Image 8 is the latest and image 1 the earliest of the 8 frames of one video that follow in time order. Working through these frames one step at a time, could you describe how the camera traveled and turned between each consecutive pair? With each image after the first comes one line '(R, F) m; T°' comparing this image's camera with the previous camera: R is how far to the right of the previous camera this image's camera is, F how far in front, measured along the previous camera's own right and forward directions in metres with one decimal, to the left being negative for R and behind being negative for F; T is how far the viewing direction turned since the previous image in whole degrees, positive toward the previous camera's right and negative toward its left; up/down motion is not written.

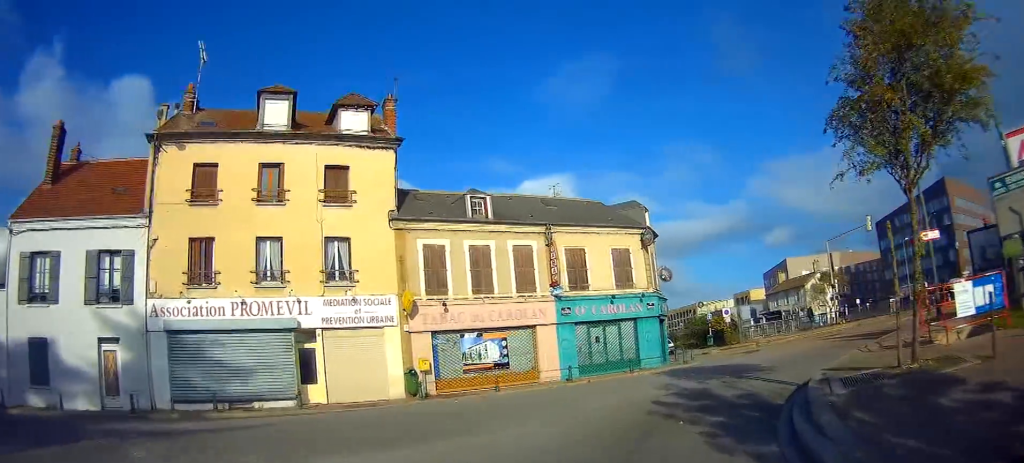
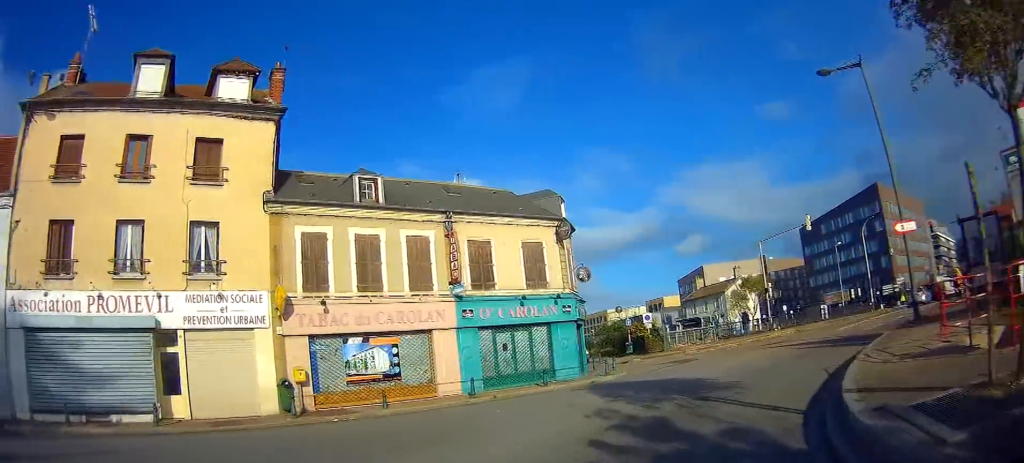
(+0.3, +3.7) m; +8°
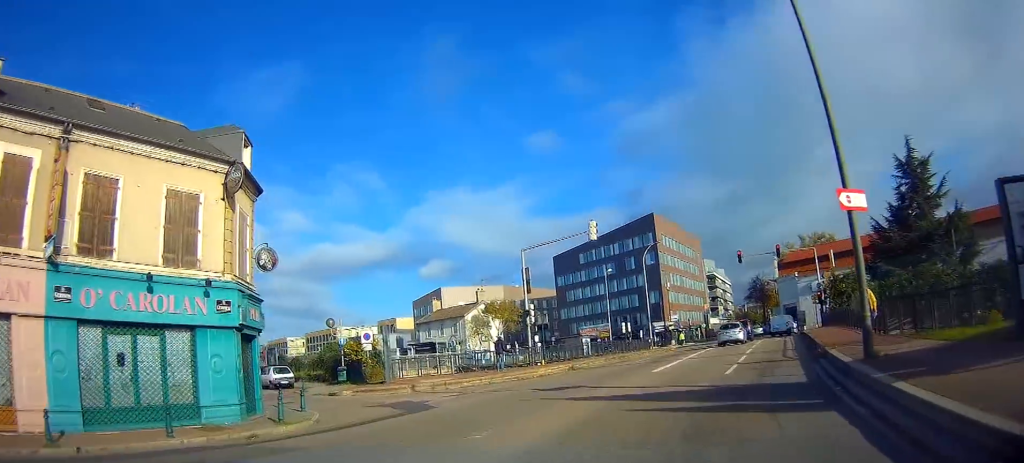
(+2.0, +9.1) m; +25°
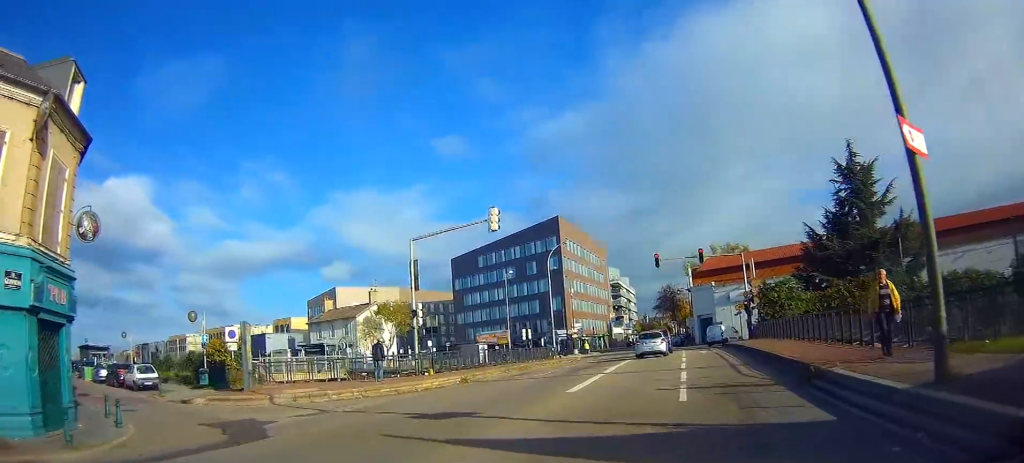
(+0.4, +4.5) m; +8°
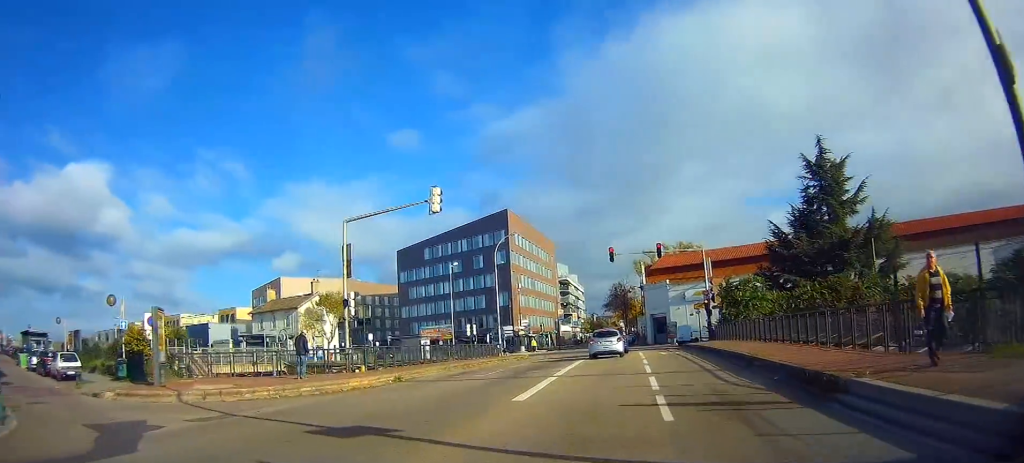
(0.0, +2.6) m; +4°
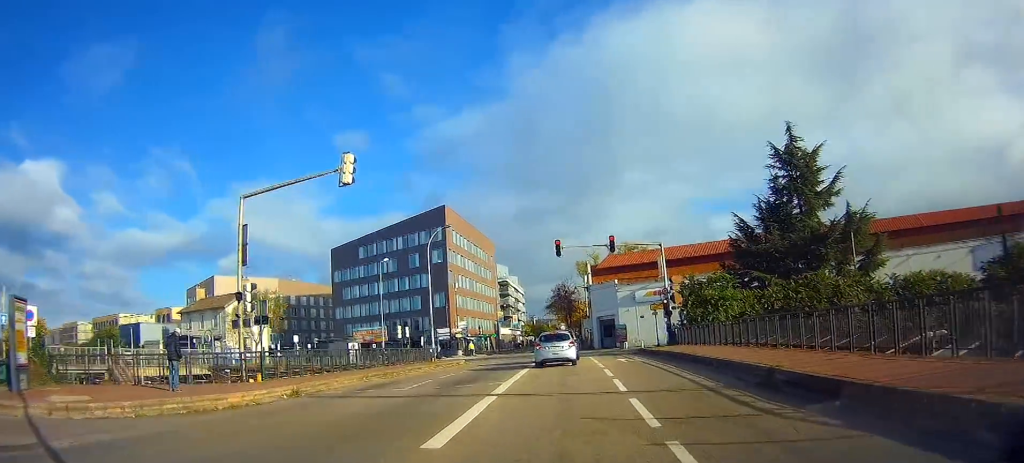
(+0.3, +4.9) m; +5°
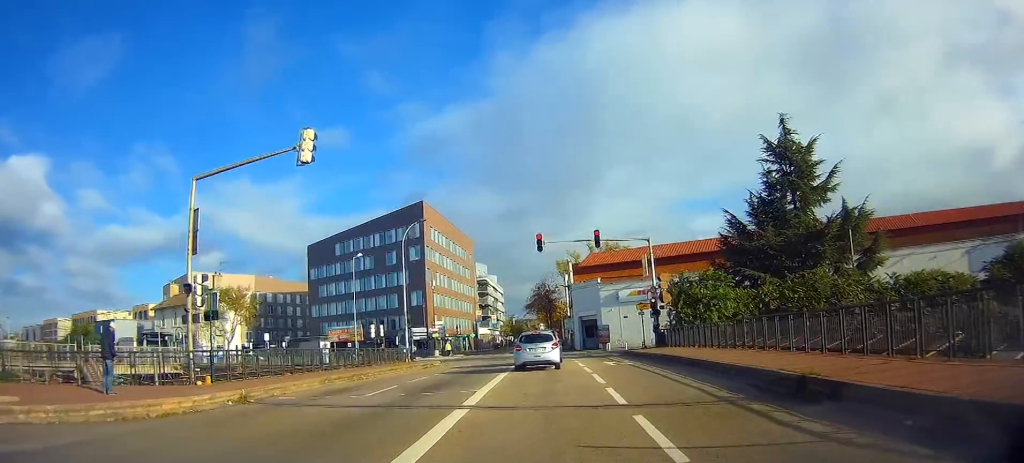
(+0.1, +2.3) m; +2°
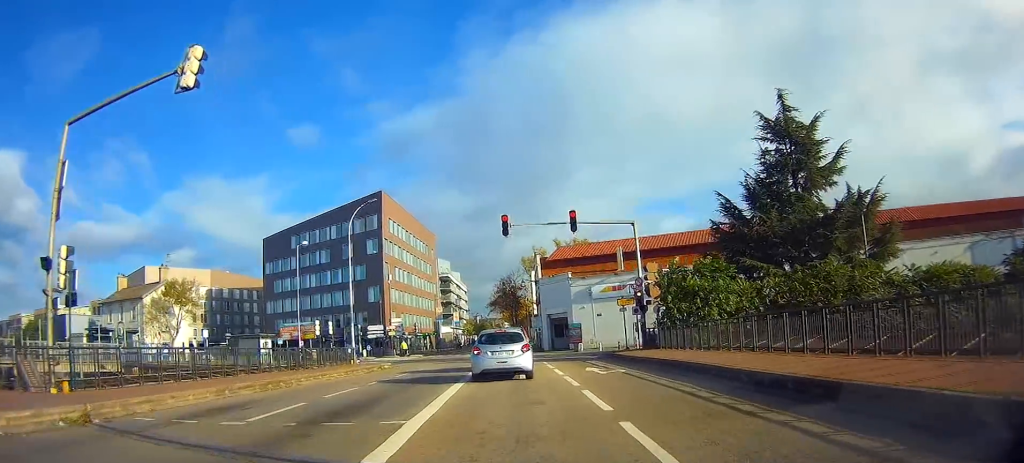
(+0.3, +5.8) m; +4°
